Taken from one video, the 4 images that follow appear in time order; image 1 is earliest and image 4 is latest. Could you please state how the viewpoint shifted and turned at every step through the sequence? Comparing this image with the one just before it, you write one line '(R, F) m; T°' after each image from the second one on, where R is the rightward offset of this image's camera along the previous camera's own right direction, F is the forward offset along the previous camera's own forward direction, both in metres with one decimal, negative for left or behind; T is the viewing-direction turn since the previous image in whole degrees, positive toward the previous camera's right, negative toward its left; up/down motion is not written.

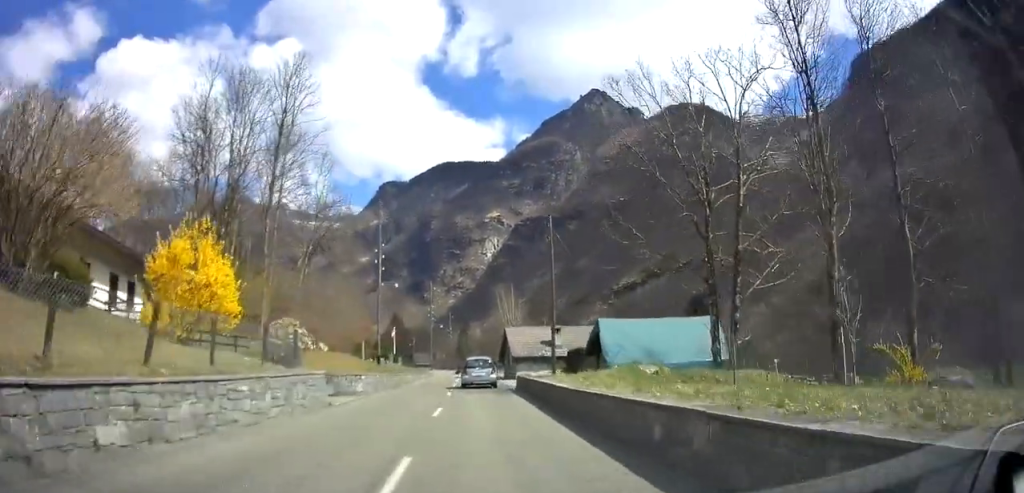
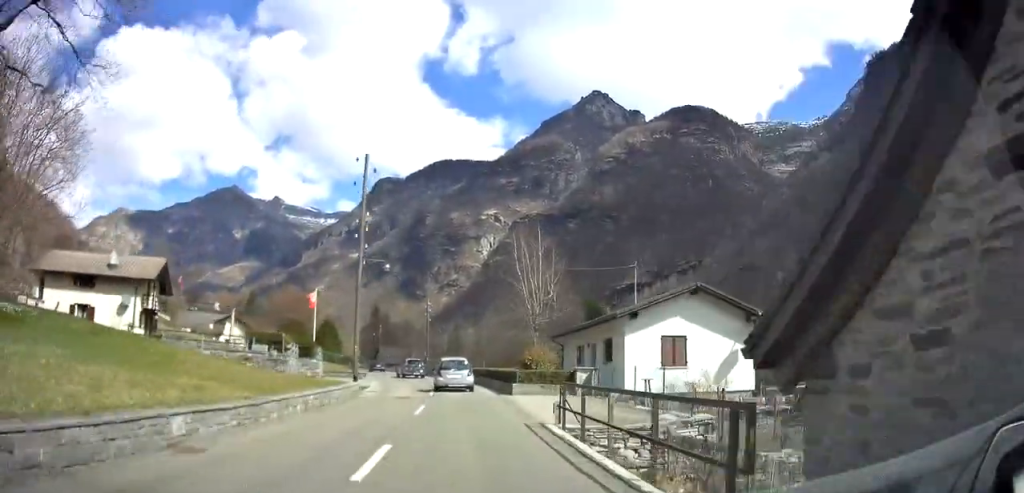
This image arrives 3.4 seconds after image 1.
(+0.6, +42.3) m; +1°
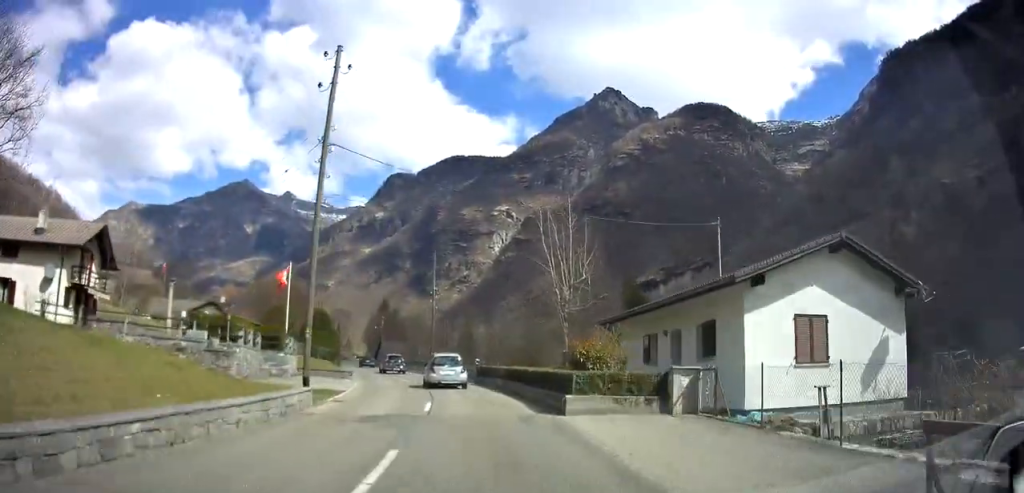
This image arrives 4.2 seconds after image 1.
(-0.1, +9.6) m; -1°
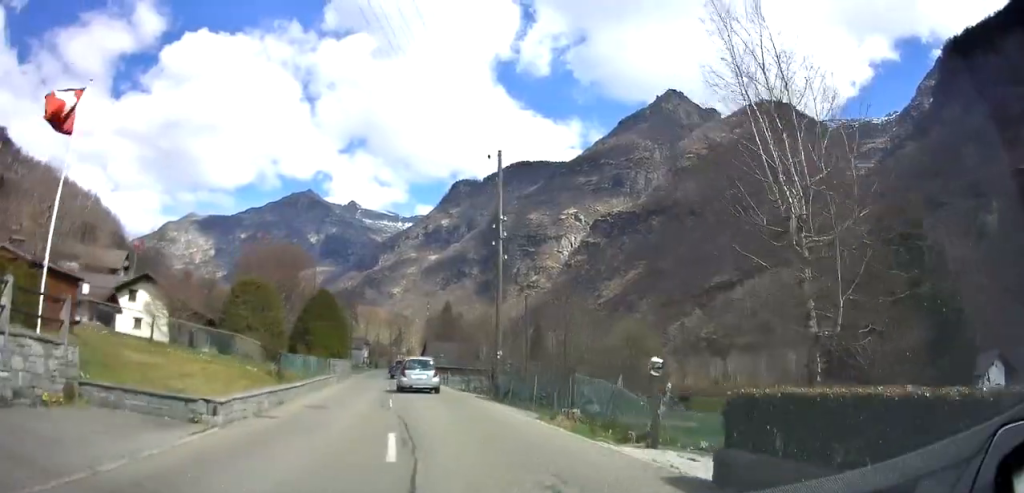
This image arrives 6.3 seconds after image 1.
(-1.5, +26.1) m; -9°
